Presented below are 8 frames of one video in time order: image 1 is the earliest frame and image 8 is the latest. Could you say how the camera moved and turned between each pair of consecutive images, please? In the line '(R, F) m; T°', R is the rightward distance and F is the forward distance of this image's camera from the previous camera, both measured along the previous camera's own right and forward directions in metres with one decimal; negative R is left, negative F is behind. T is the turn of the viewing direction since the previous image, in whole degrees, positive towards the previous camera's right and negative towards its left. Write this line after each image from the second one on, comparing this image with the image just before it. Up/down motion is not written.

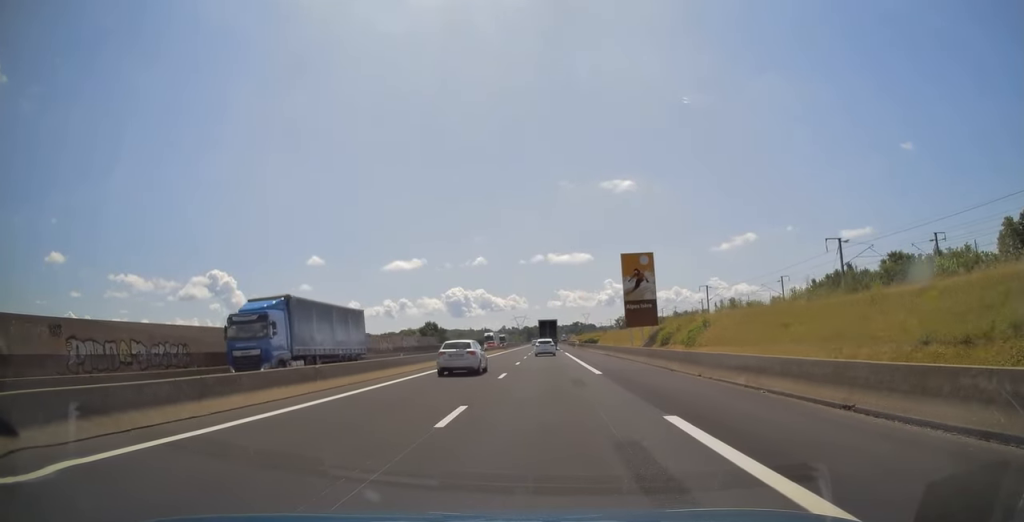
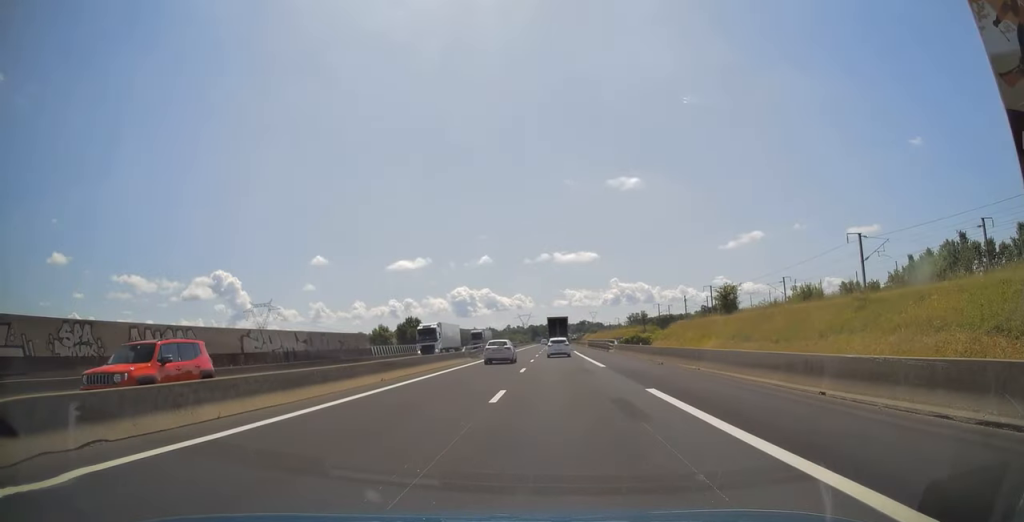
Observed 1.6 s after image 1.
(+0.2, +46.8) m; 0°
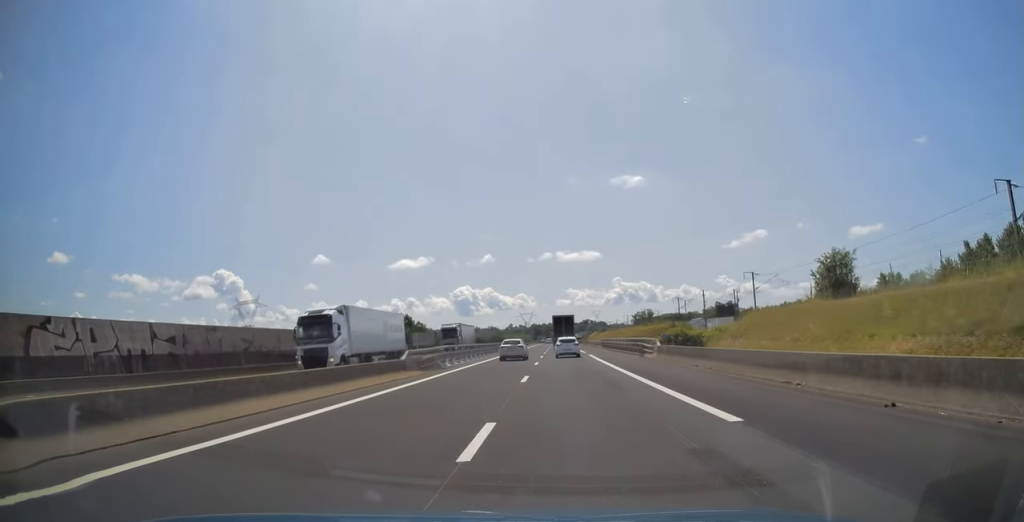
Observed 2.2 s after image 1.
(0.0, +18.9) m; 0°
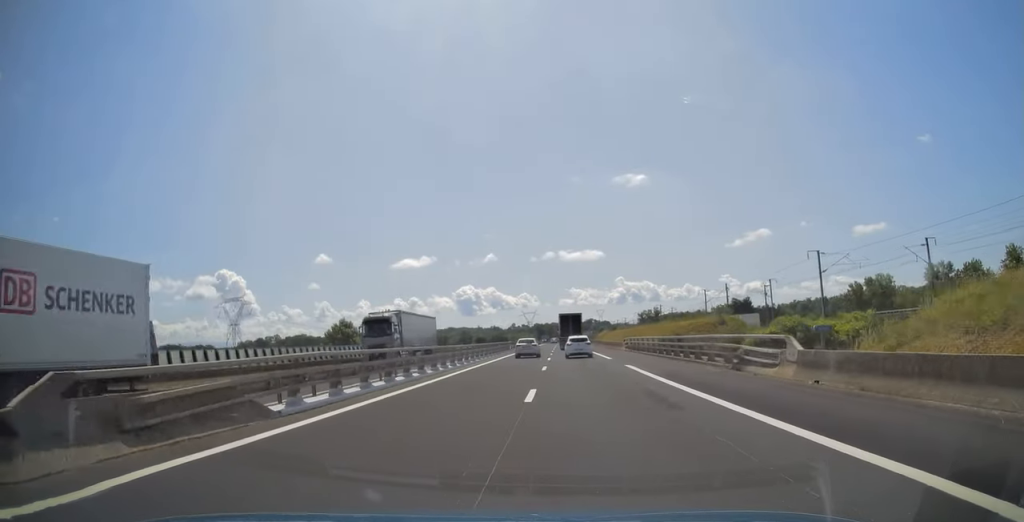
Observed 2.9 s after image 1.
(-0.3, +19.1) m; 0°
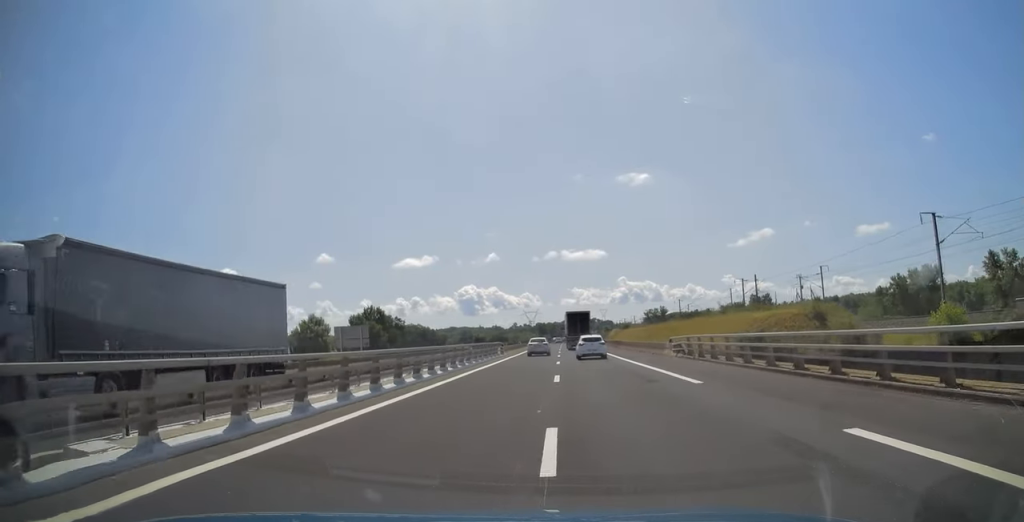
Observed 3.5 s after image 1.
(+0.1, +19.9) m; 0°
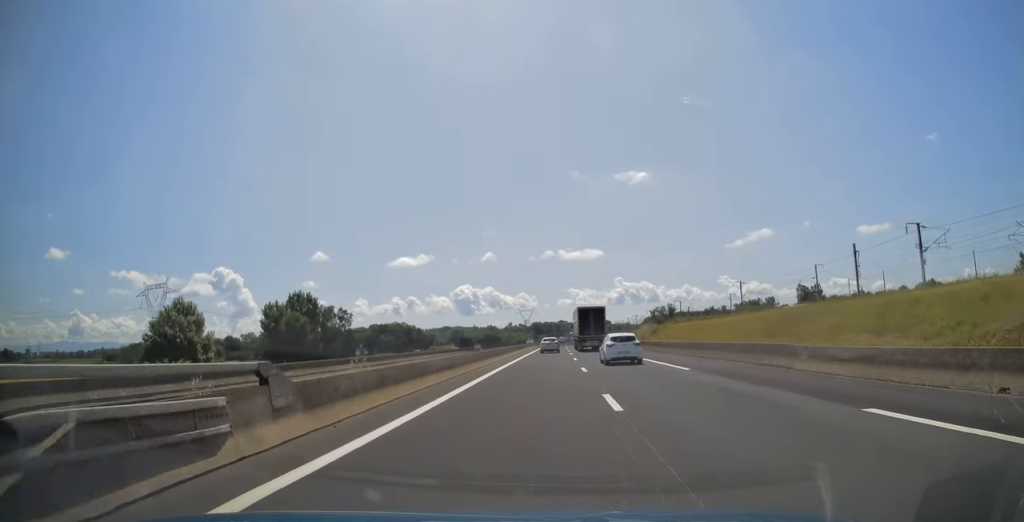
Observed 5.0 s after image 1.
(0.0, +45.4) m; +1°
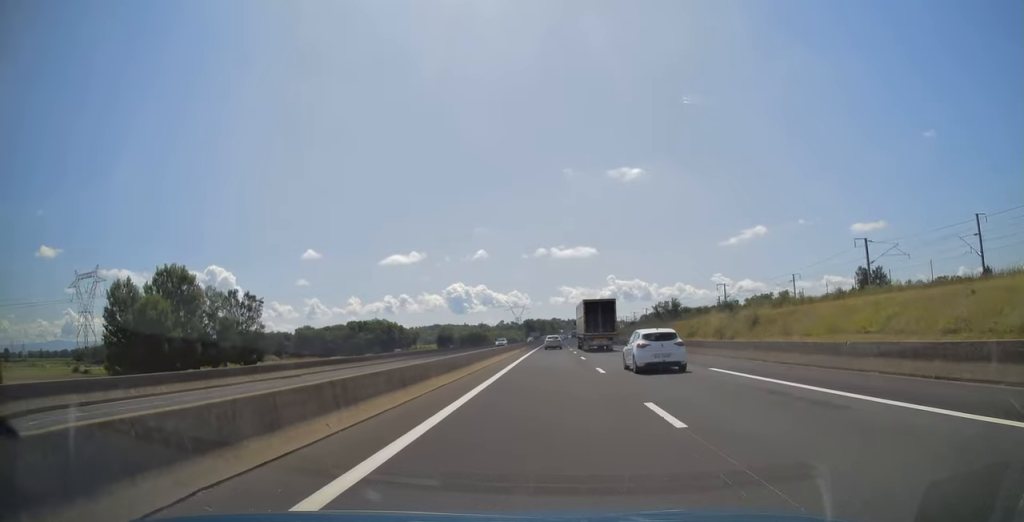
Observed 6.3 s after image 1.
(+0.3, +40.4) m; 0°
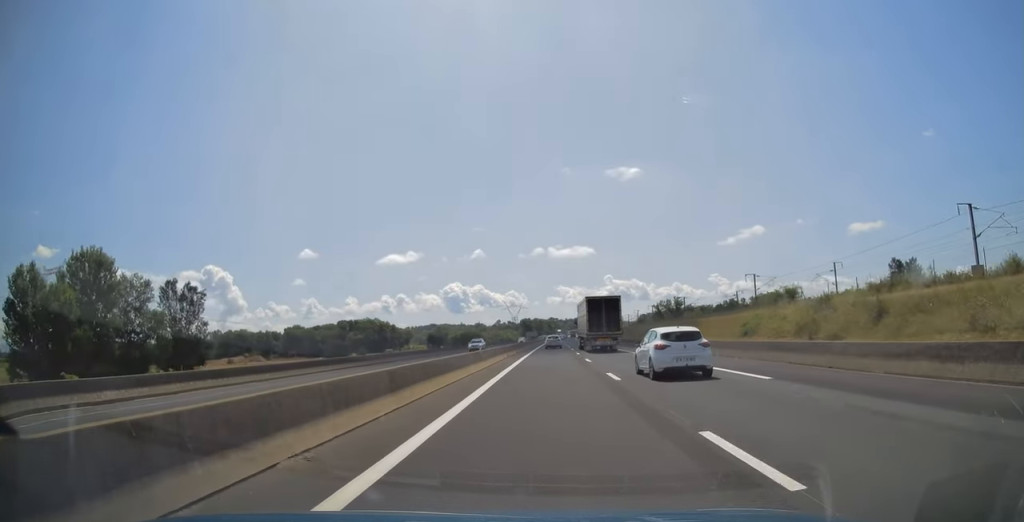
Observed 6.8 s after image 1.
(-0.2, +16.3) m; 0°
